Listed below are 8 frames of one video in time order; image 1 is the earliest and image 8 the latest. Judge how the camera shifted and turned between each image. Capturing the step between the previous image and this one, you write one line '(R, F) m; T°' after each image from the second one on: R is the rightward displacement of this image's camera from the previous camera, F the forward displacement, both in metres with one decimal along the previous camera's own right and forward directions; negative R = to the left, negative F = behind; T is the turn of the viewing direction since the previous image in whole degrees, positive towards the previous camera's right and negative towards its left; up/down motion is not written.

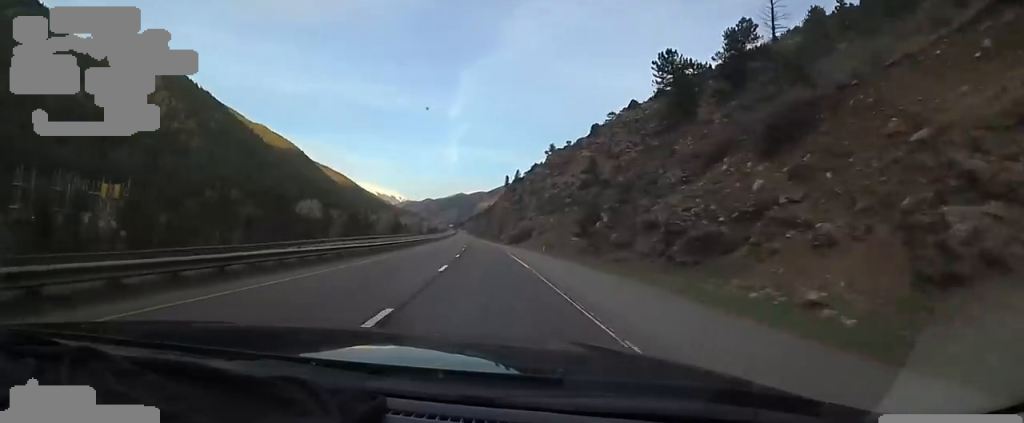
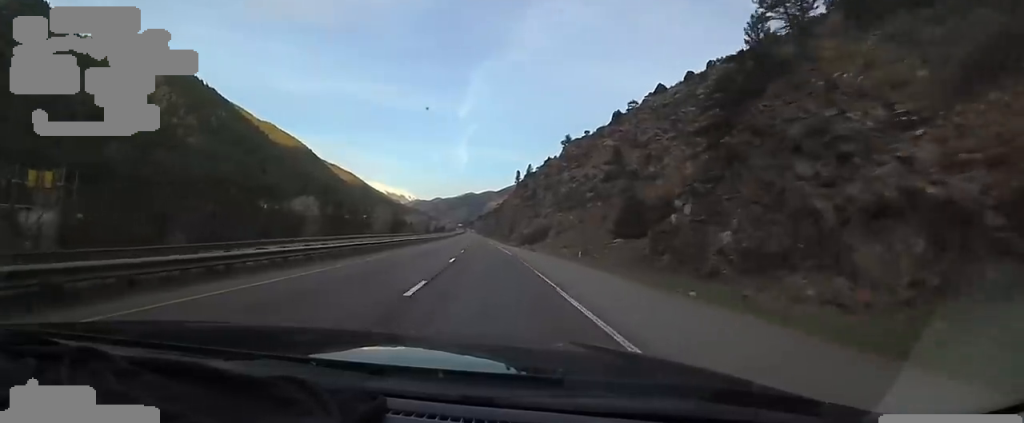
(-1.7, +18.8) m; -2°
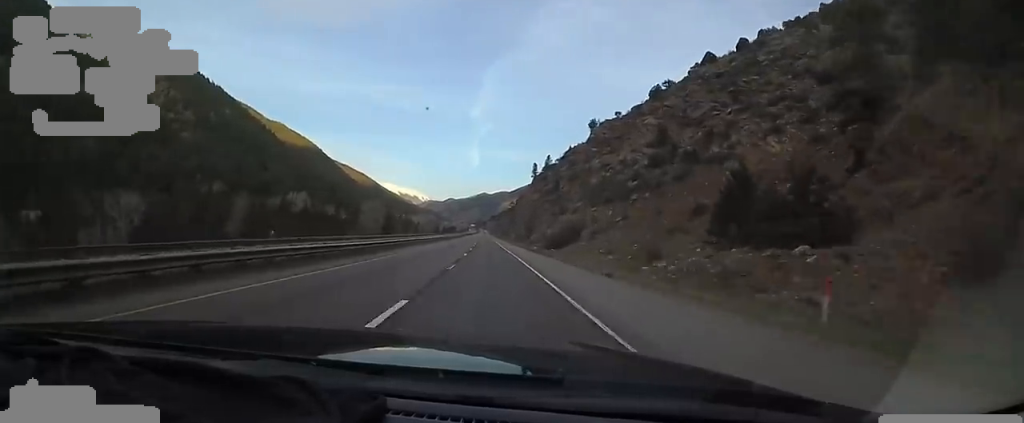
(+0.3, +28.2) m; -1°
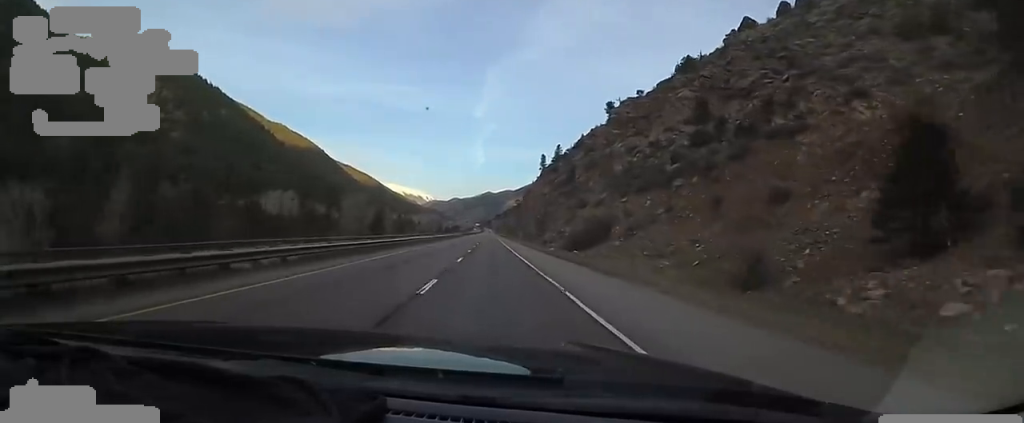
(+0.1, +19.7) m; 0°
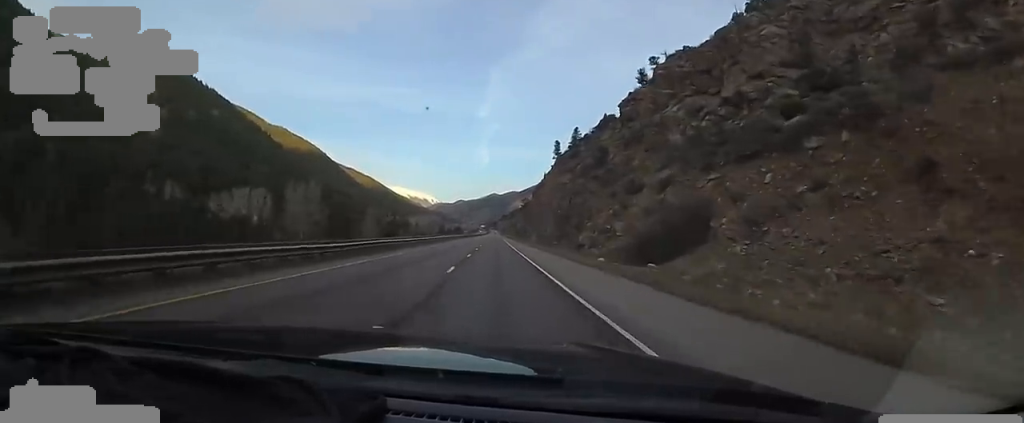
(-0.6, +30.9) m; 0°
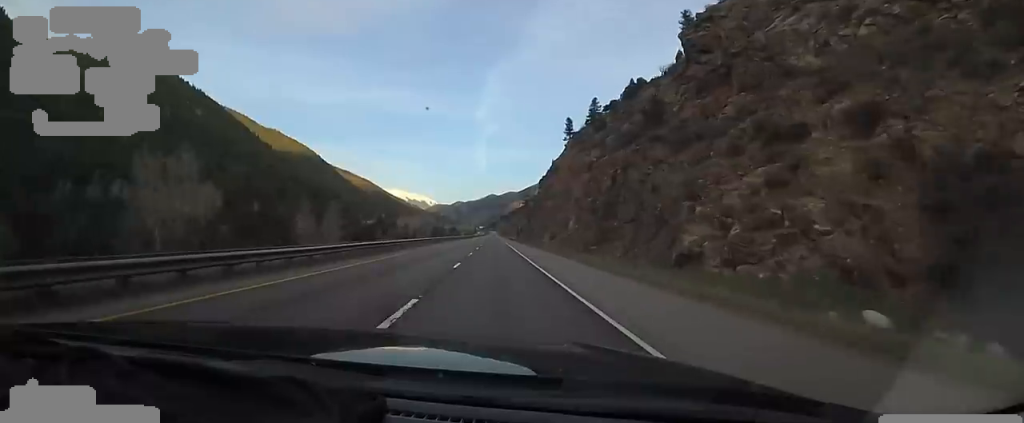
(+0.6, +32.5) m; -1°
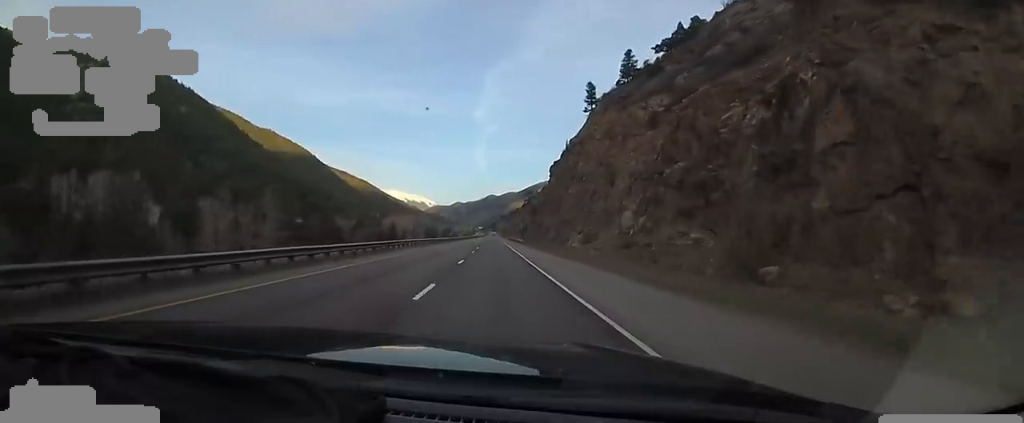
(-1.0, +33.5) m; -2°
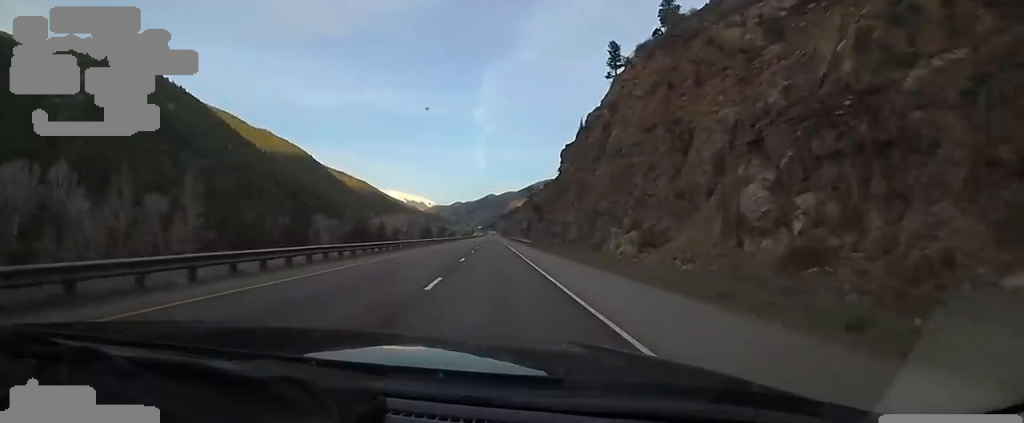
(-0.1, +22.5) m; 0°
